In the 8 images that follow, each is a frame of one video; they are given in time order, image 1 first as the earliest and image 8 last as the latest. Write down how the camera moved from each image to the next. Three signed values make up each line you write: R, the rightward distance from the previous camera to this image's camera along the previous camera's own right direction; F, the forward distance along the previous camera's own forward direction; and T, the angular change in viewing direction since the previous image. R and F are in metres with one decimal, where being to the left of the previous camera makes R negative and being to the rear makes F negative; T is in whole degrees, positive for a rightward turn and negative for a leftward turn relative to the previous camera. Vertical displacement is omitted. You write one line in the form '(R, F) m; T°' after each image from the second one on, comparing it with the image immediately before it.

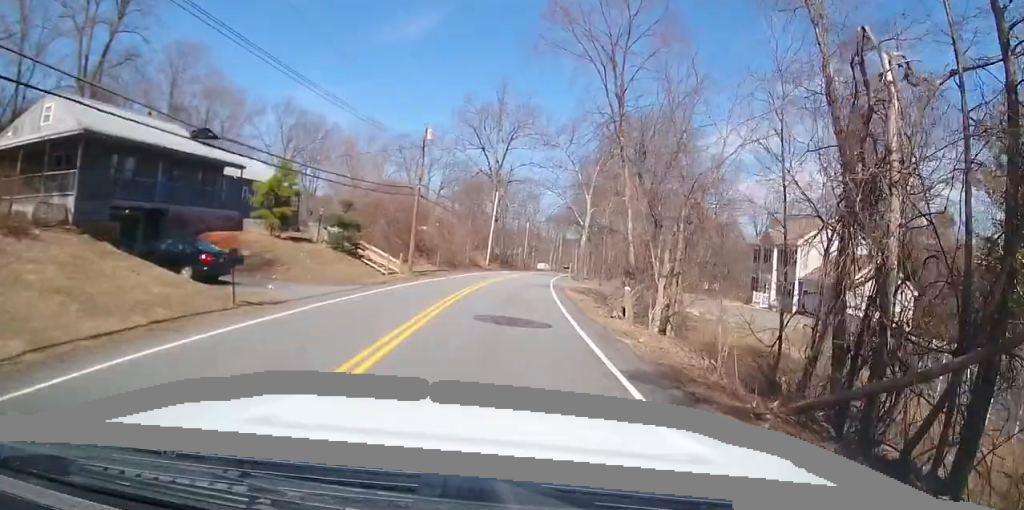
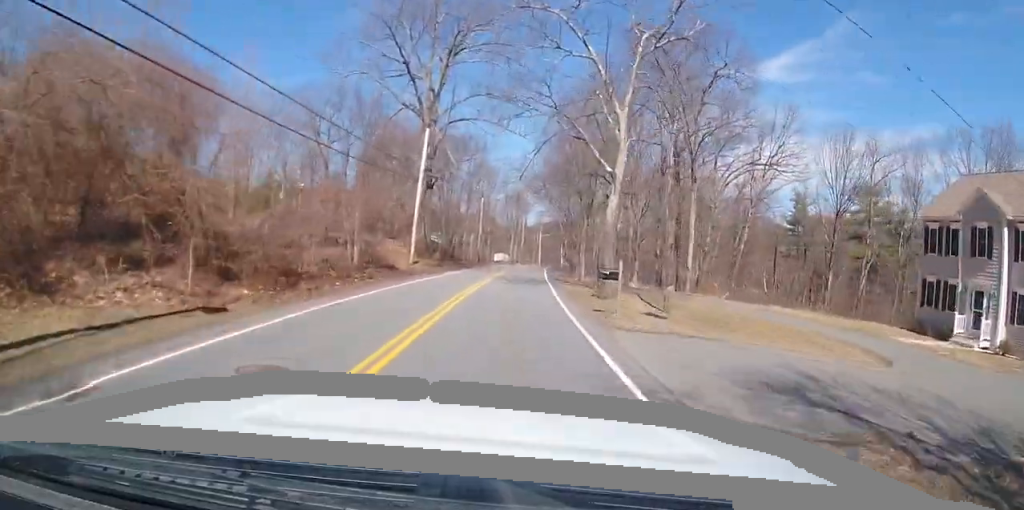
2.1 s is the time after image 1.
(0.0, +31.9) m; 0°
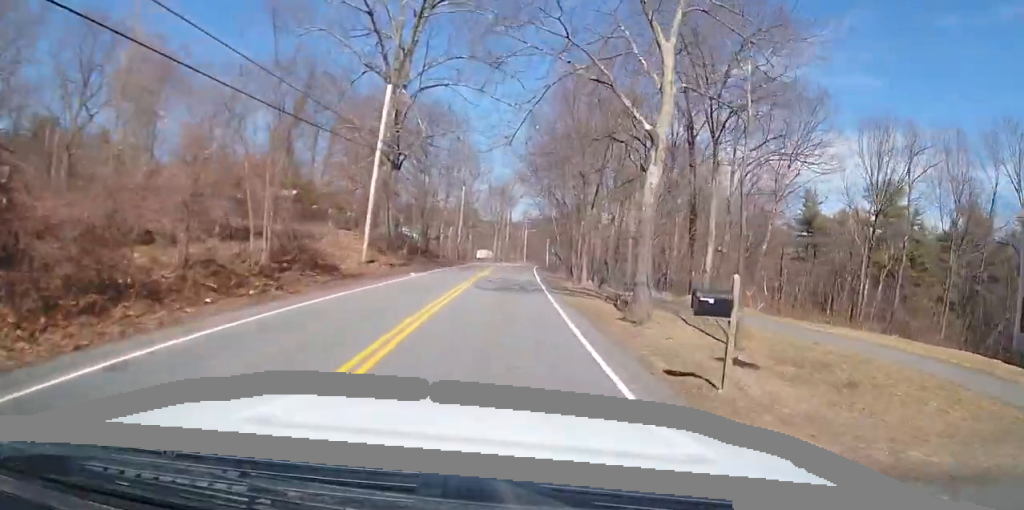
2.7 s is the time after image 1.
(0.0, +9.1) m; 0°
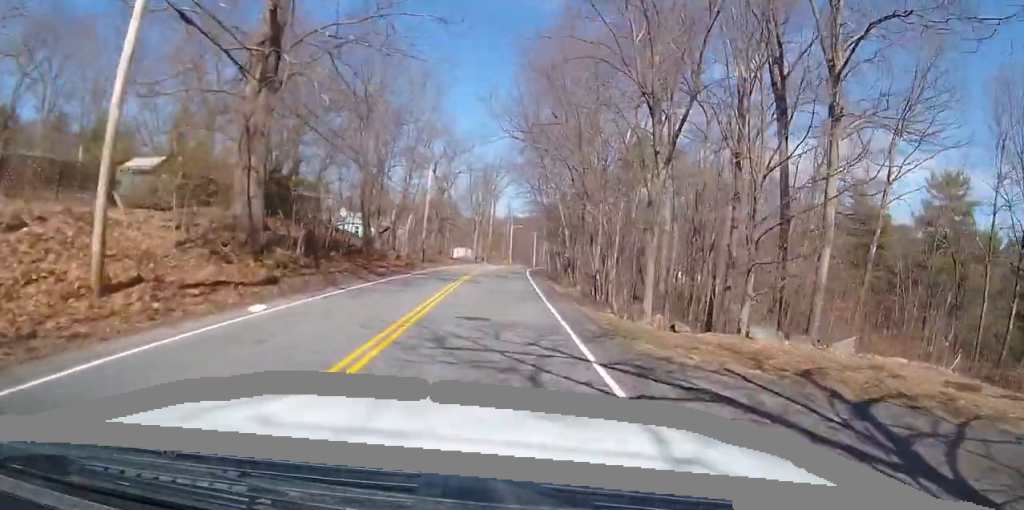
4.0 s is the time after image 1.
(0.0, +19.6) m; 0°
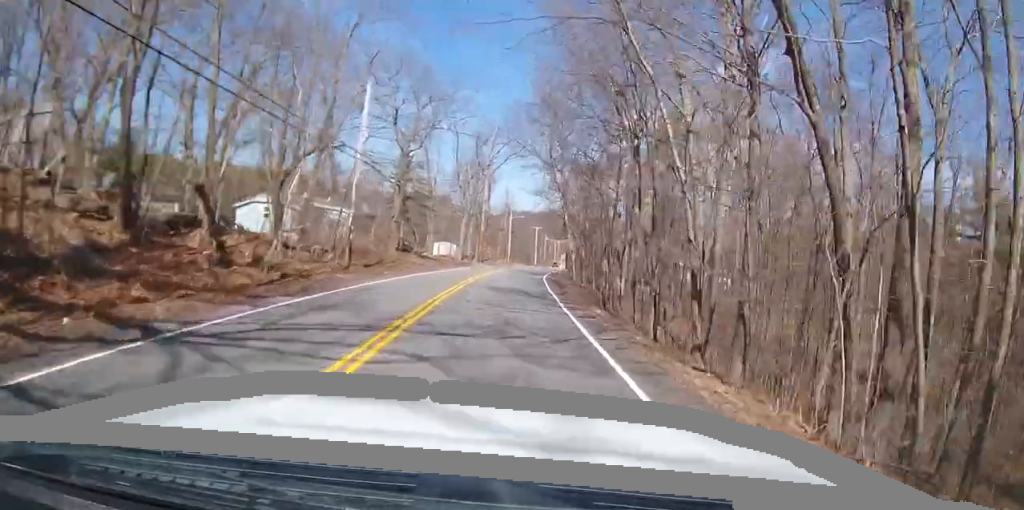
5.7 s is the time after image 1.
(0.0, +25.8) m; 0°
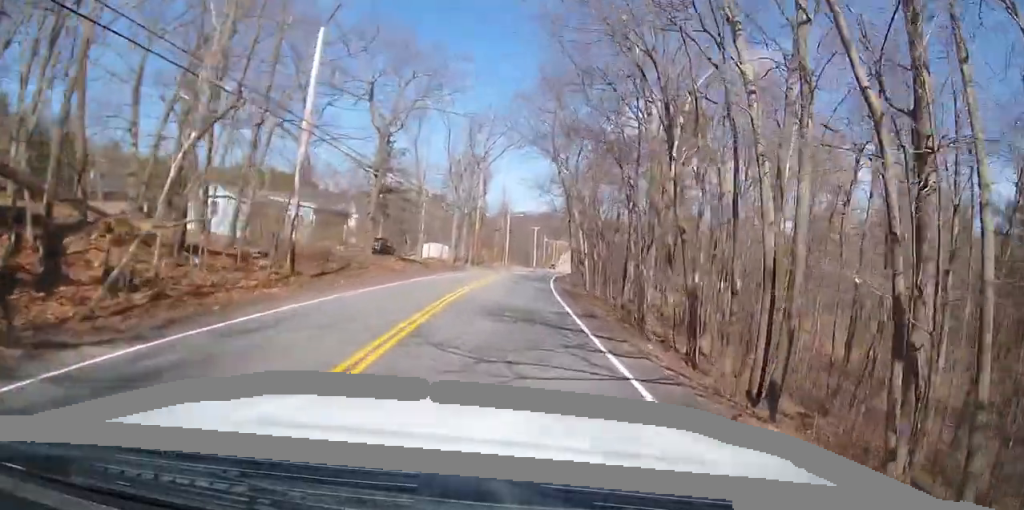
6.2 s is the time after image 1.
(0.0, +7.7) m; 0°
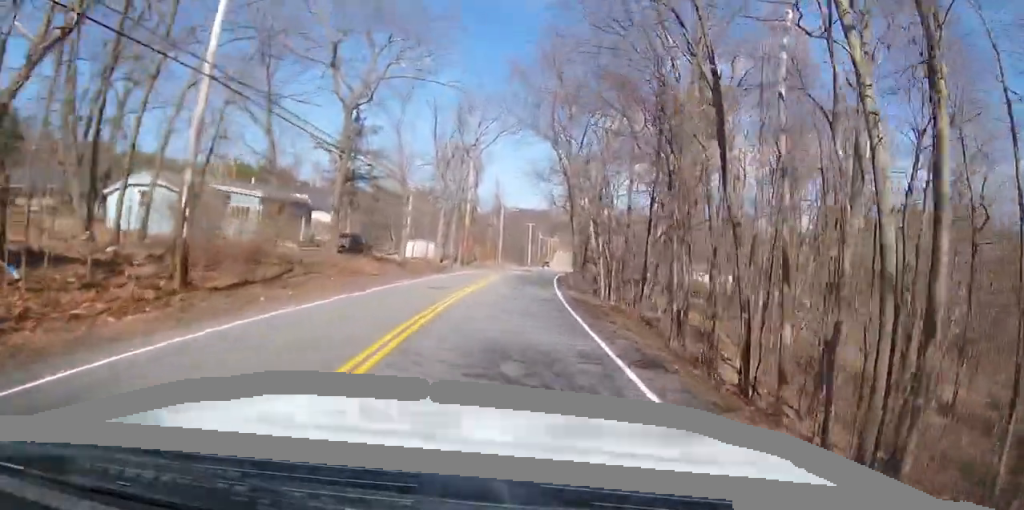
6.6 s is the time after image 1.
(0.0, +7.2) m; 0°
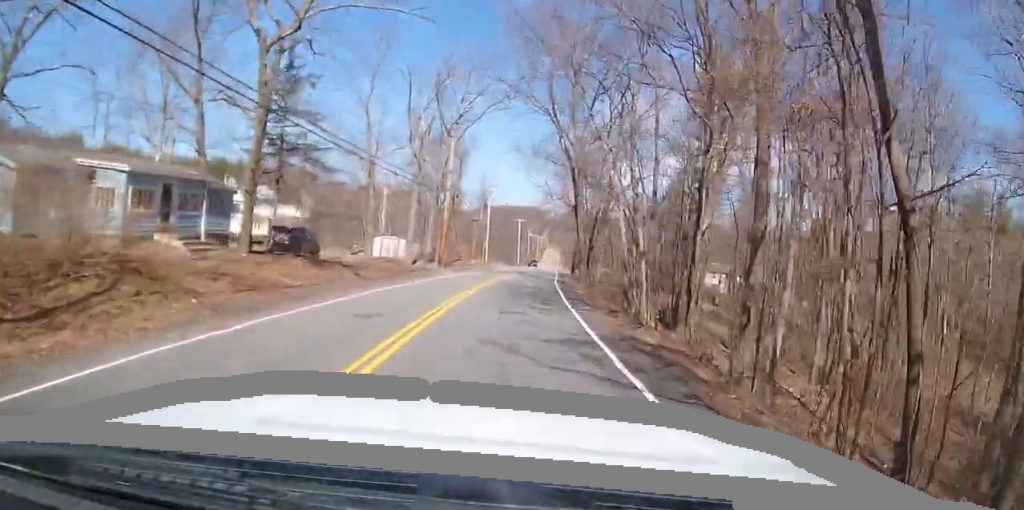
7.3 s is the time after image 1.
(0.0, +10.4) m; +2°
